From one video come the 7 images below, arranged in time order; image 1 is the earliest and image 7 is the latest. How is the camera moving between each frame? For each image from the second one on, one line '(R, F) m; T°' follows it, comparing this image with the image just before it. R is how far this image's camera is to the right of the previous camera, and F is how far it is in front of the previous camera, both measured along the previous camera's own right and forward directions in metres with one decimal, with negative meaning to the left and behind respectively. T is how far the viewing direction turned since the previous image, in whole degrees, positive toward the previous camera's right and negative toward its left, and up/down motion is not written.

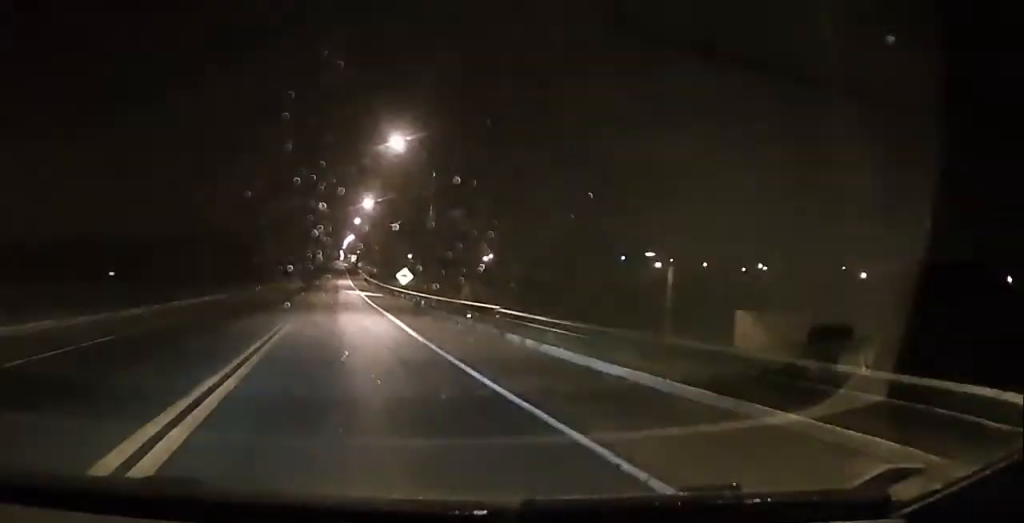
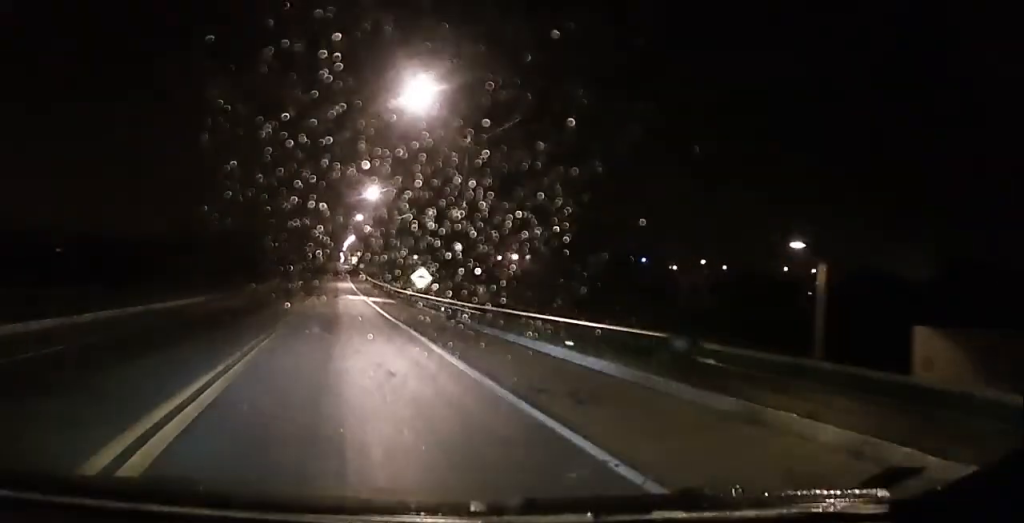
(+0.1, +11.5) m; +1°
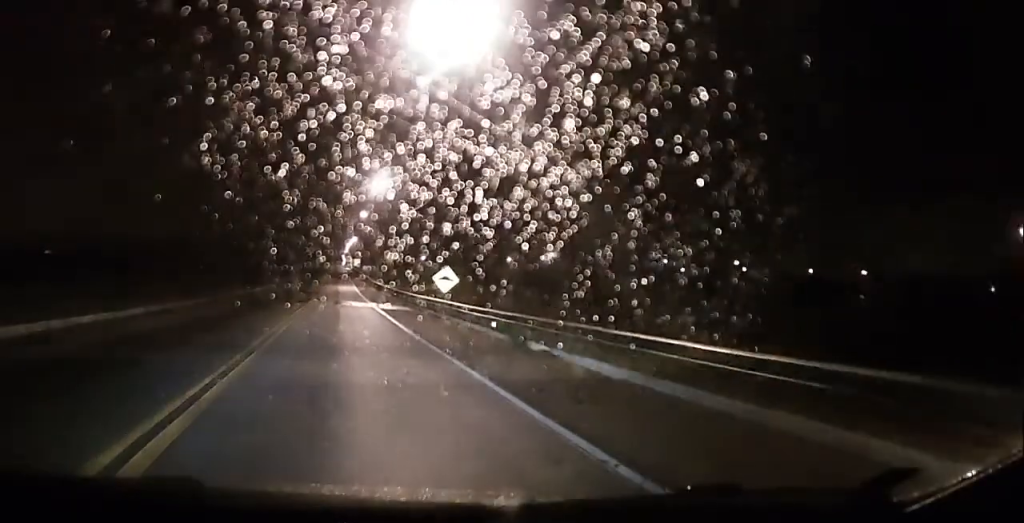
(+0.3, +10.2) m; 0°
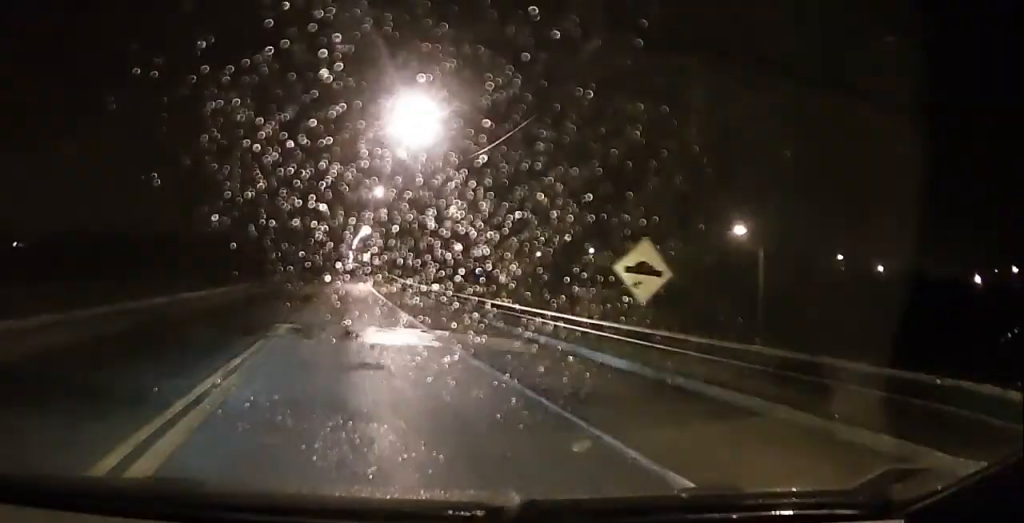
(-0.6, +24.9) m; 0°
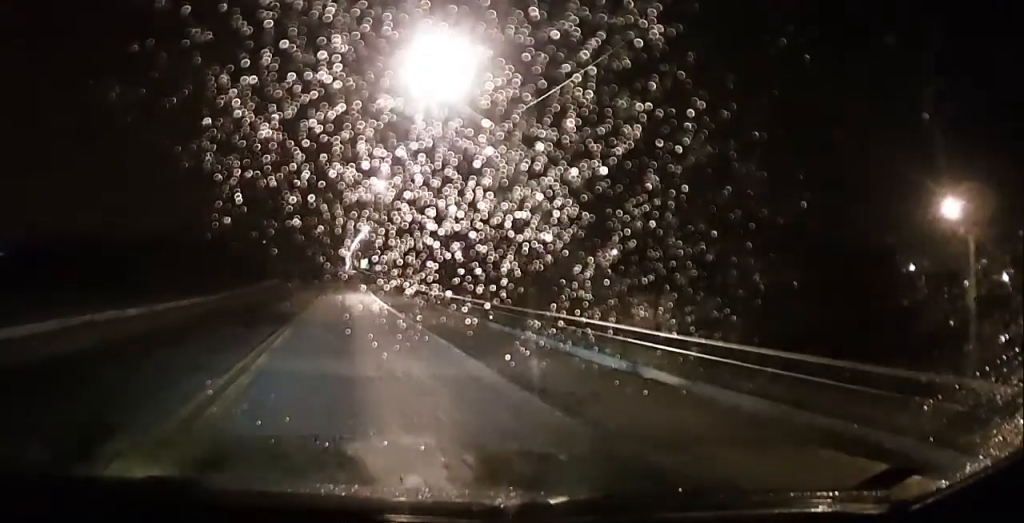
(+0.2, +14.0) m; +1°
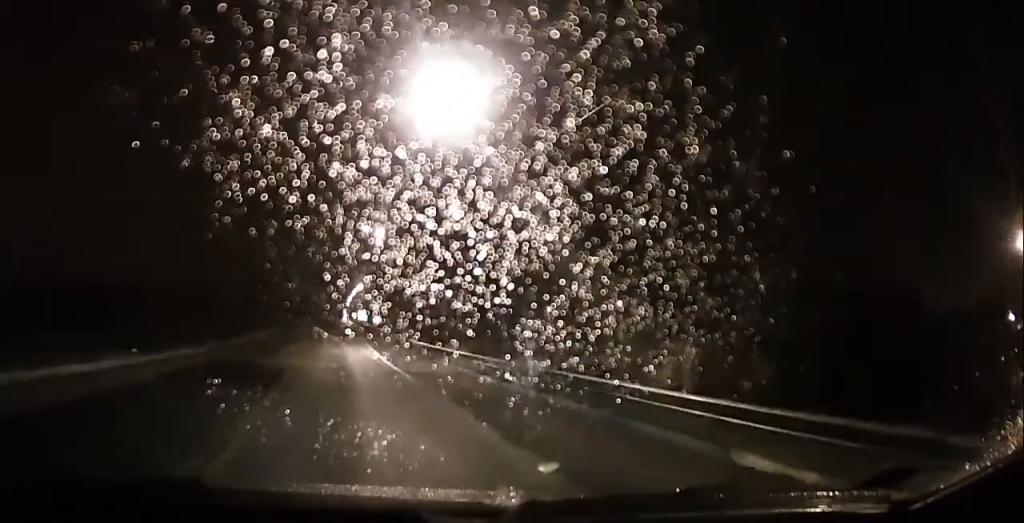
(0.0, +3.7) m; 0°
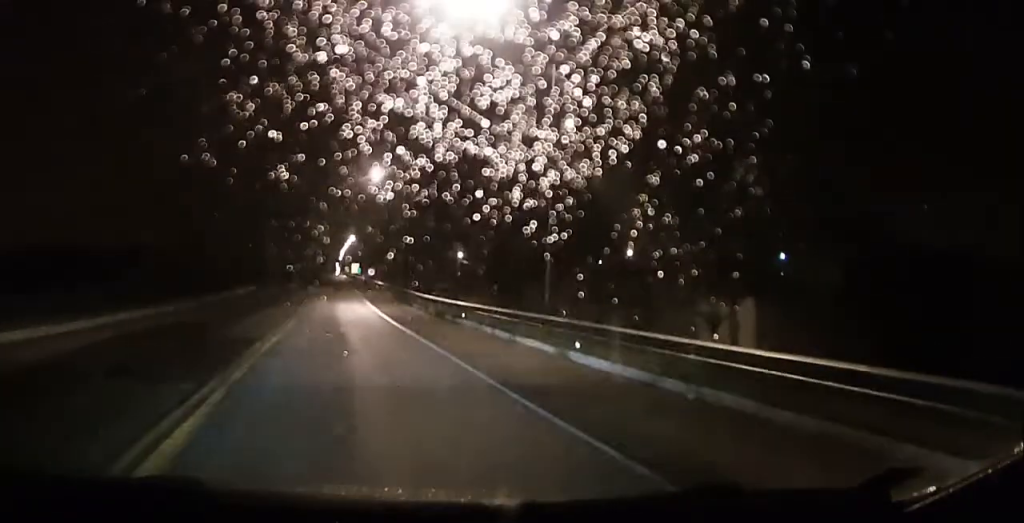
(0.0, +6.5) m; 0°
